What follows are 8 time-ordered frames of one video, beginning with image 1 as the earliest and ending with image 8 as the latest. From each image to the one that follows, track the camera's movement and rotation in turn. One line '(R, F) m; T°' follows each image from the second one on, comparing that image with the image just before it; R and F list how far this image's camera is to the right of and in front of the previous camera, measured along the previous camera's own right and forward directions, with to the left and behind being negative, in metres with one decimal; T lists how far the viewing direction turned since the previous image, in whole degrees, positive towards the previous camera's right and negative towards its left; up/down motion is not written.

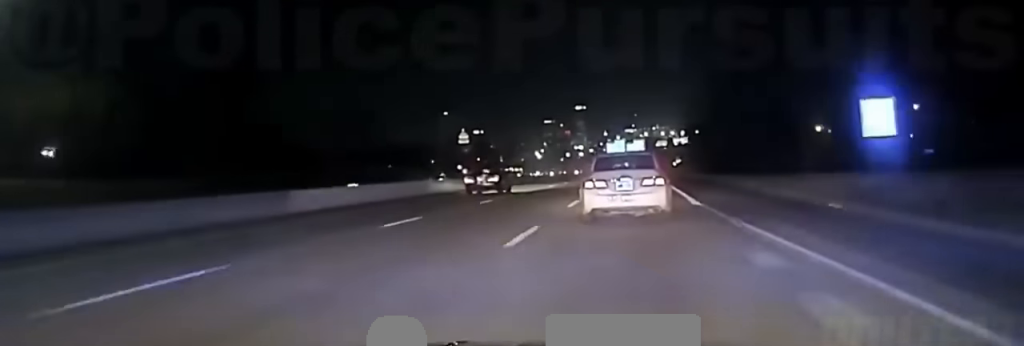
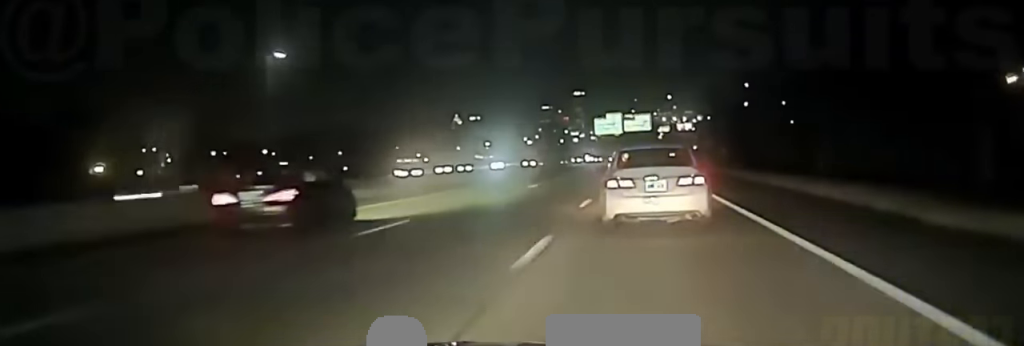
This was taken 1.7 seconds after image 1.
(0.0, +73.0) m; 0°
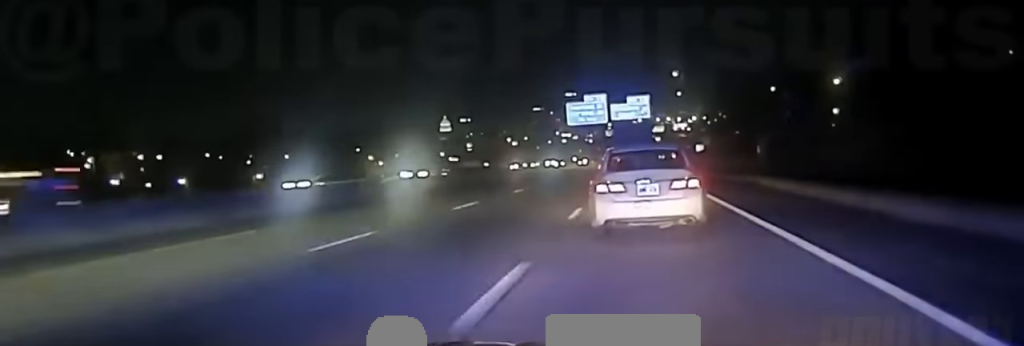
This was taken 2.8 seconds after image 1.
(-0.3, +46.2) m; 0°
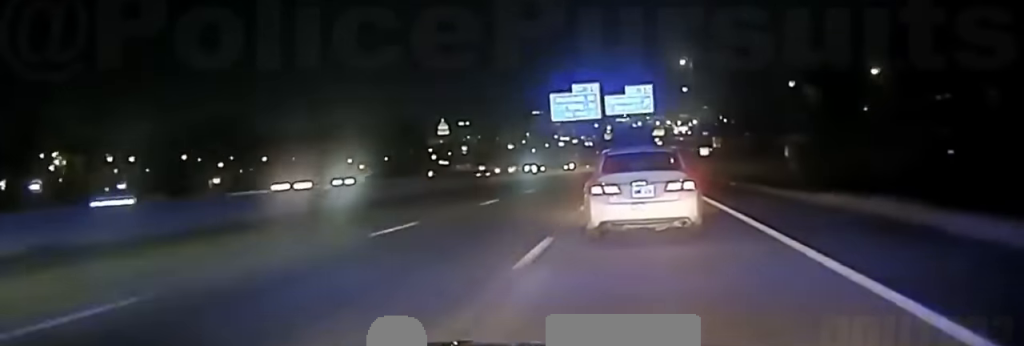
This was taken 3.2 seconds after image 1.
(+0.2, +18.1) m; 0°
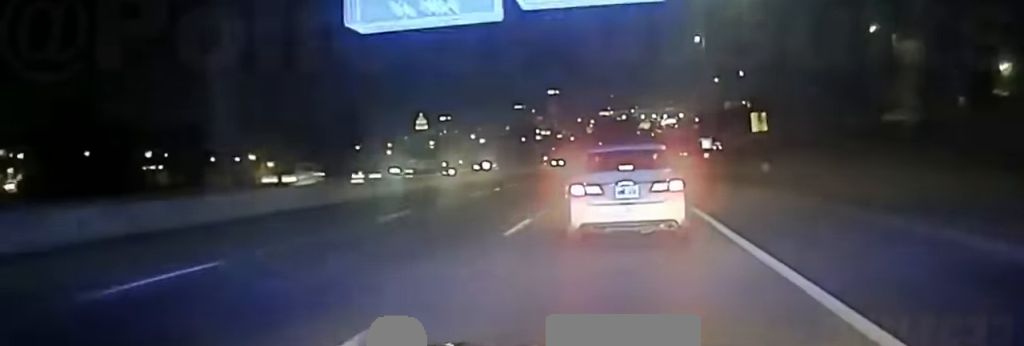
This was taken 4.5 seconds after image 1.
(+0.6, +58.5) m; +1°
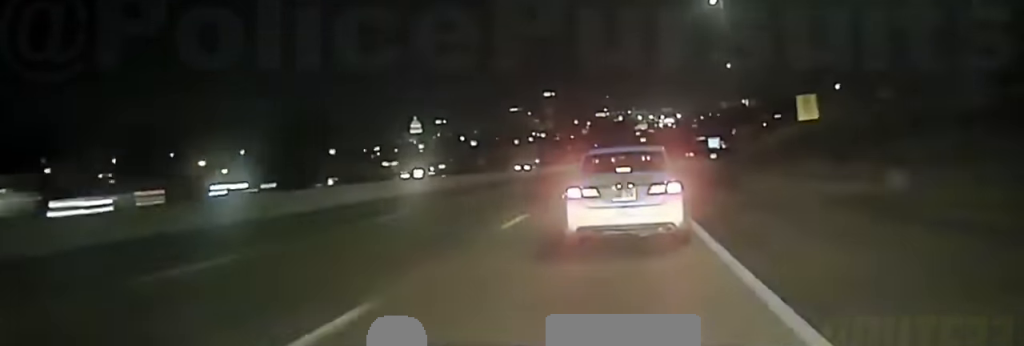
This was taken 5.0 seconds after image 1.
(+0.1, +25.0) m; 0°
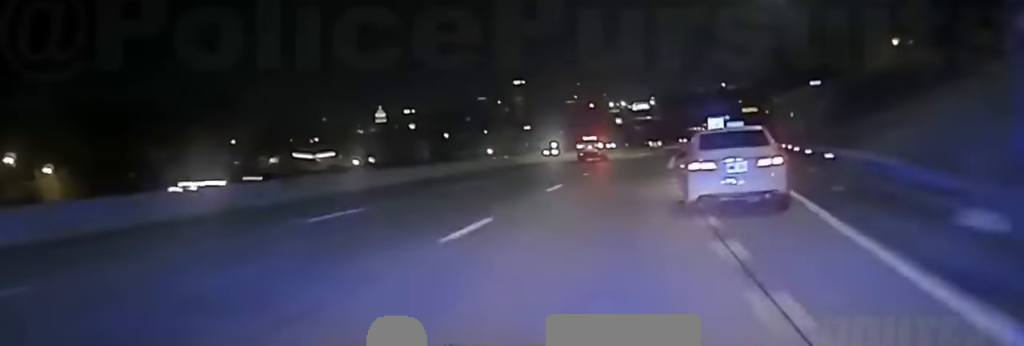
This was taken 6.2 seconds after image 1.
(+0.7, +59.7) m; +3°
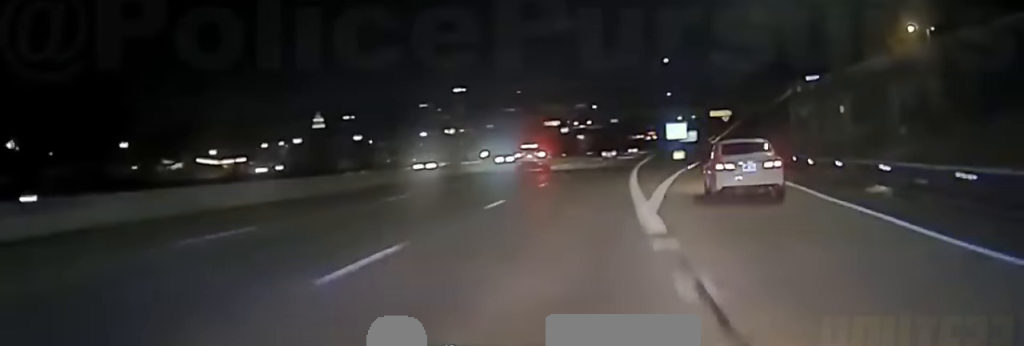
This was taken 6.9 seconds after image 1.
(+0.5, +33.7) m; +3°
